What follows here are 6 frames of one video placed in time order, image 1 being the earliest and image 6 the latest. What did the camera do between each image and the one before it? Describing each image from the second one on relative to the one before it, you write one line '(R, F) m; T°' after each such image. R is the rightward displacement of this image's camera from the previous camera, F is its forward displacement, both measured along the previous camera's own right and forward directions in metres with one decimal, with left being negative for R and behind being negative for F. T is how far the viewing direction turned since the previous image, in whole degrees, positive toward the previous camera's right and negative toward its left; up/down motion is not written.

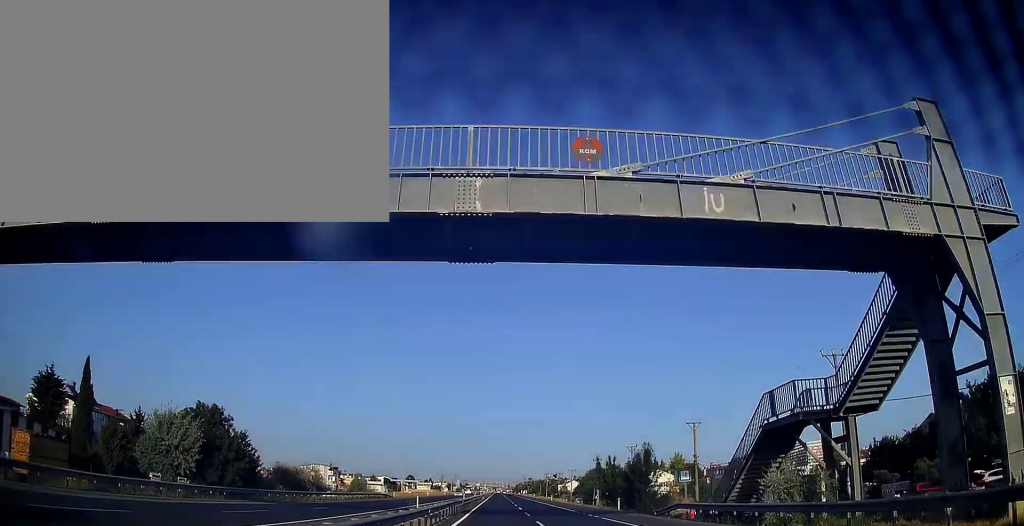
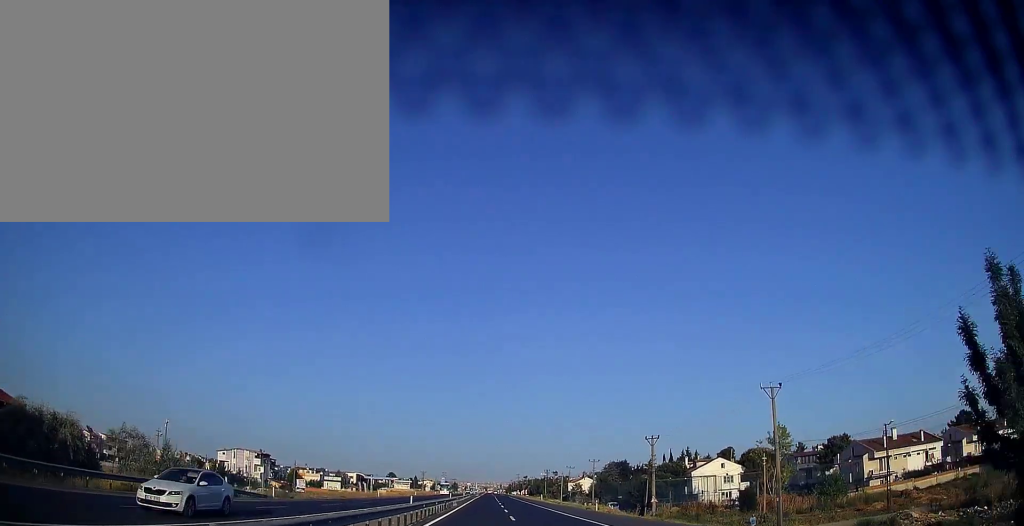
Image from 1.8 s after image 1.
(0.0, +53.7) m; +1°
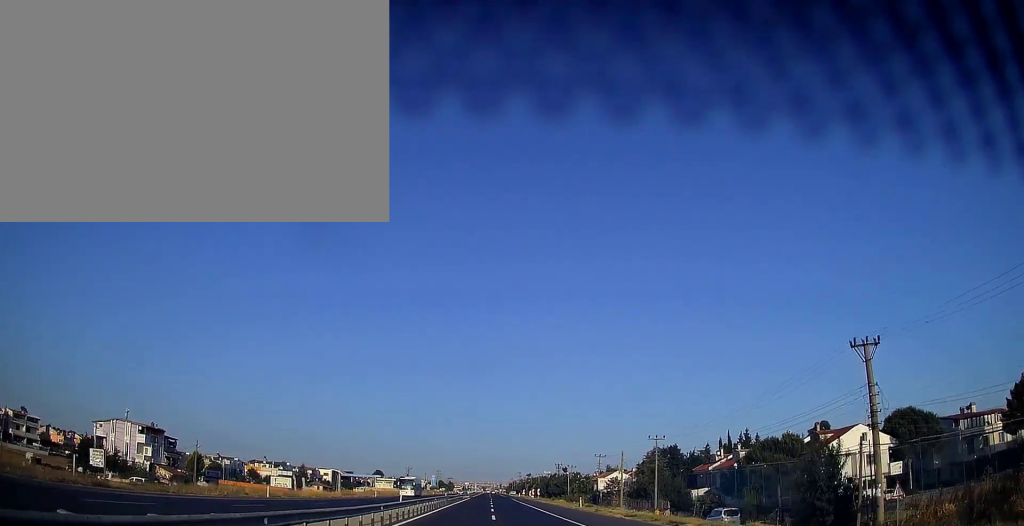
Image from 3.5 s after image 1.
(+0.2, +47.9) m; 0°
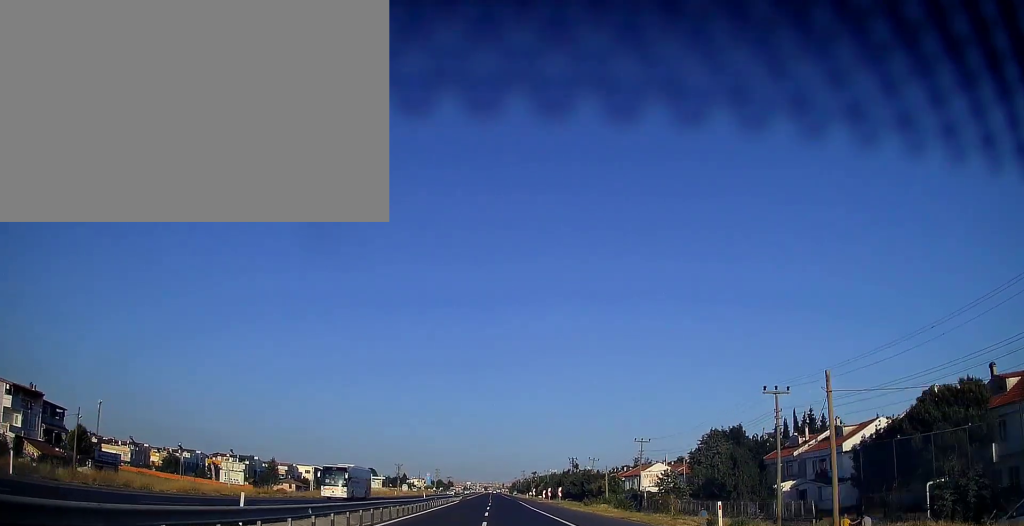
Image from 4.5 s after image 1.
(0.0, +31.4) m; 0°
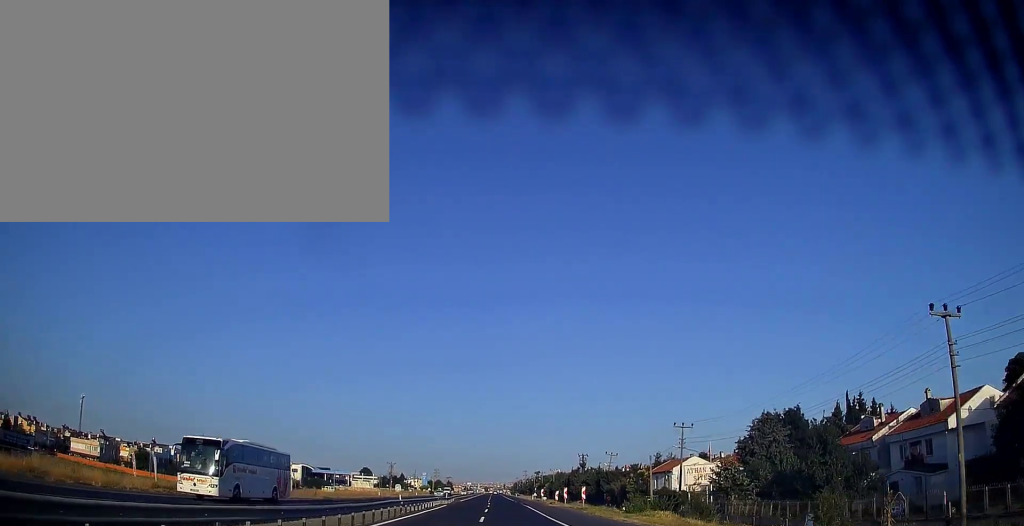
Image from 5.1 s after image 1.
(+0.1, +17.6) m; -1°
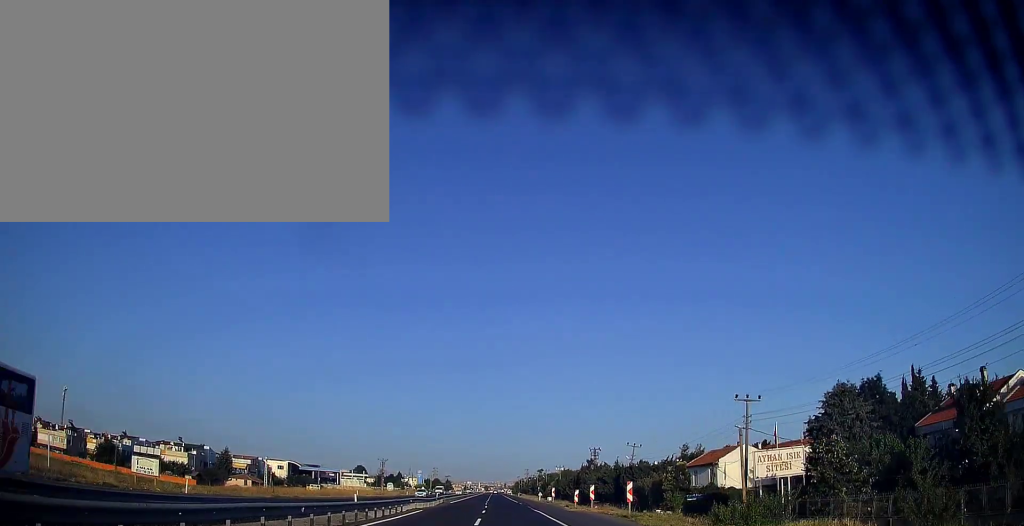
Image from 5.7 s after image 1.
(-0.2, +16.6) m; 0°
